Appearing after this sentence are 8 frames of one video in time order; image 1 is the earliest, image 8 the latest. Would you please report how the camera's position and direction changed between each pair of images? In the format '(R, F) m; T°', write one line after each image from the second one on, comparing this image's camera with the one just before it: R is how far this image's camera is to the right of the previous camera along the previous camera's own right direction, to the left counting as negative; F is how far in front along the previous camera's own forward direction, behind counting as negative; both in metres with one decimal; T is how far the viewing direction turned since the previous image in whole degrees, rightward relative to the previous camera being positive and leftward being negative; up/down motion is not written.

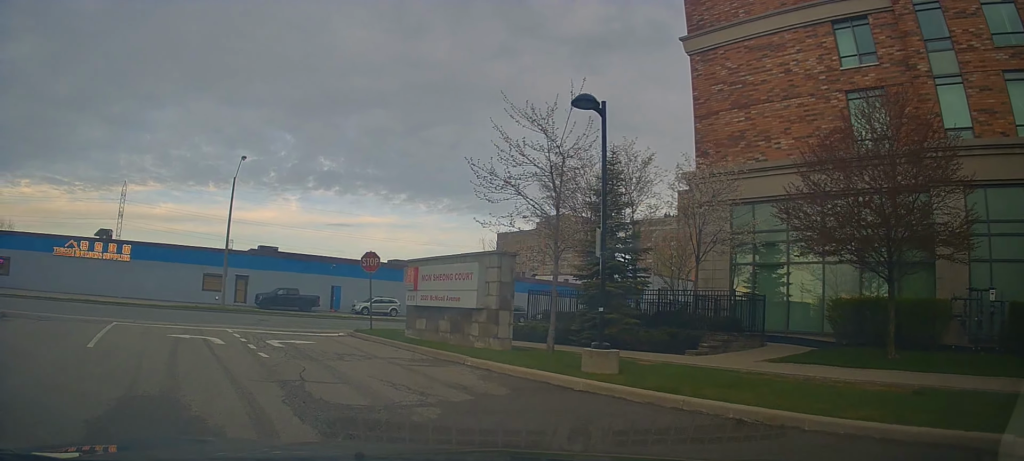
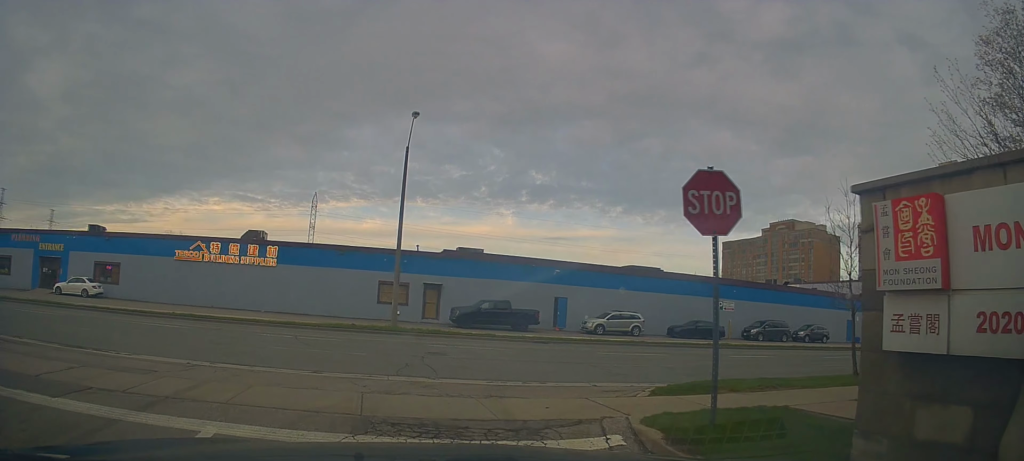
(-0.7, +12.9) m; -20°
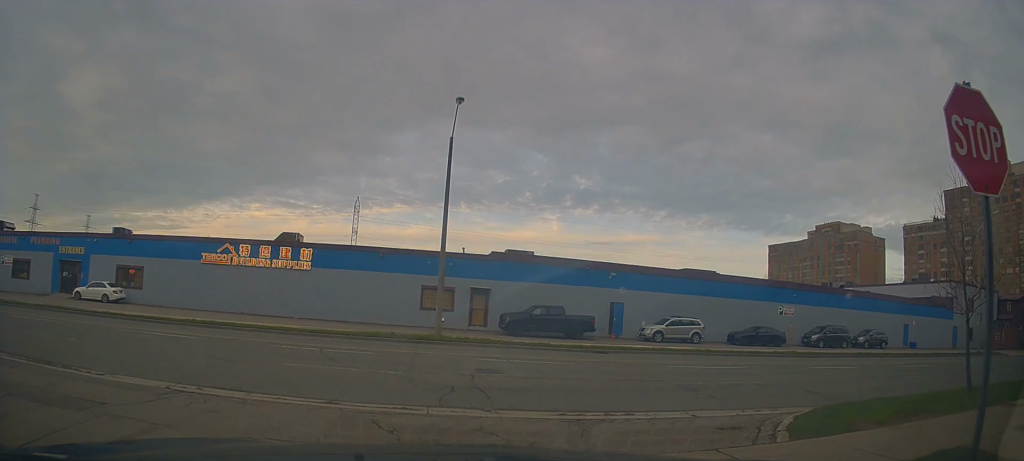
(-1.1, +4.3) m; -15°
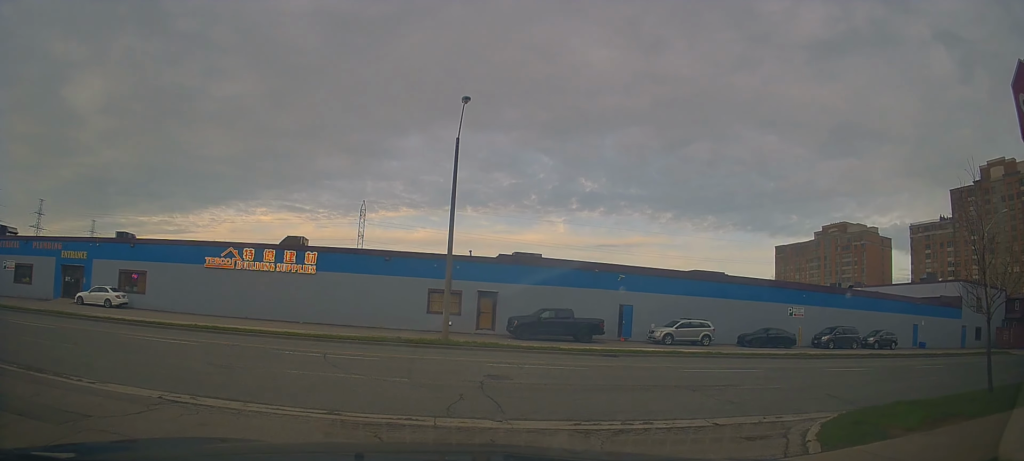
(-0.1, +2.0) m; -5°
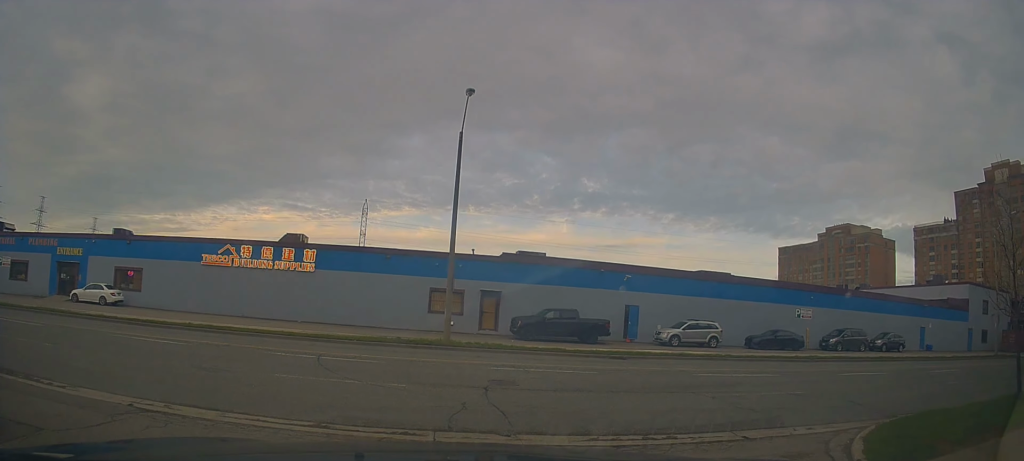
(-0.1, +1.5) m; -2°
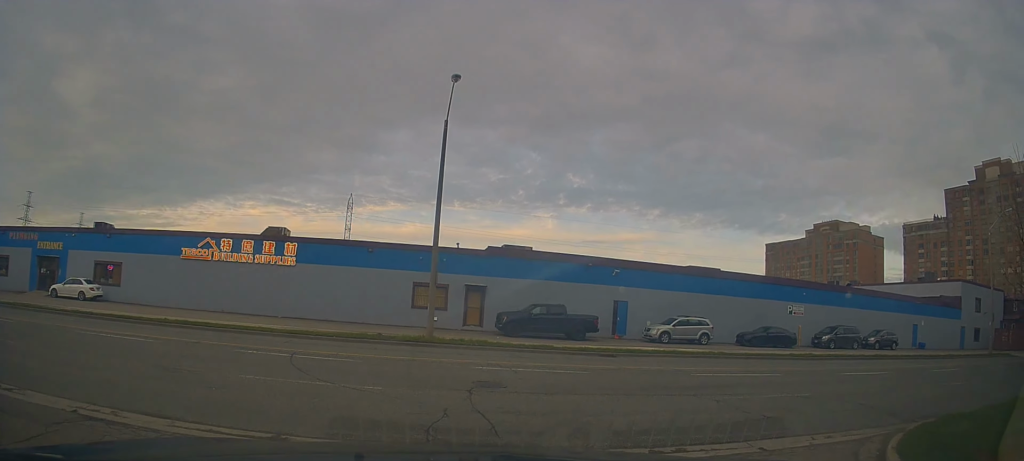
(-0.1, +0.6) m; 0°
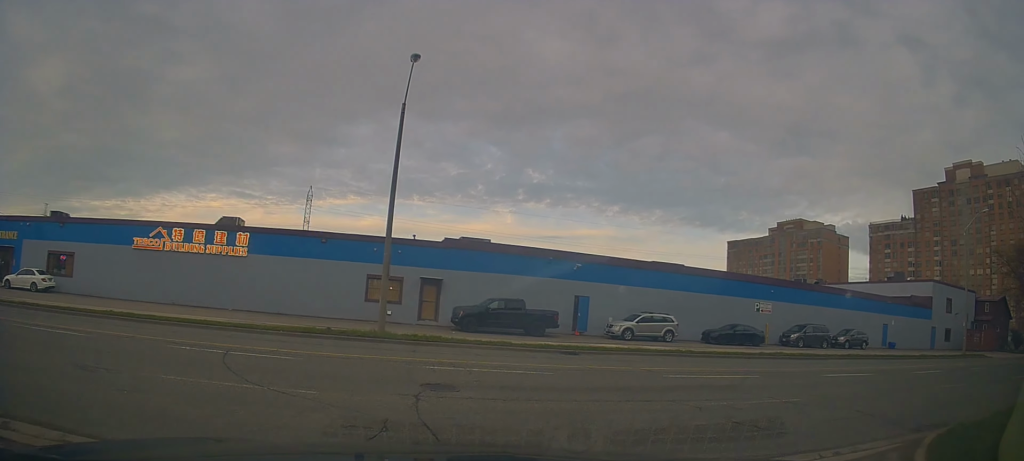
(+0.1, +1.1) m; +11°
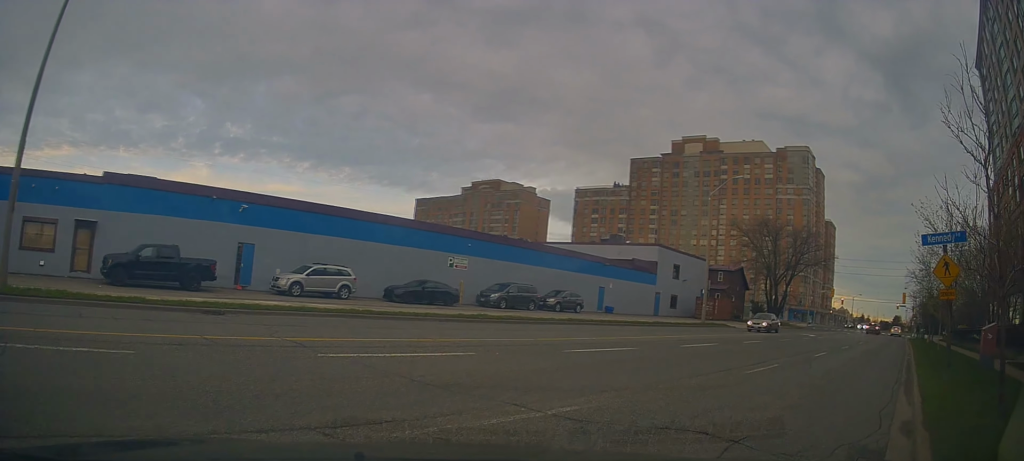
(+1.4, +4.3) m; +39°
